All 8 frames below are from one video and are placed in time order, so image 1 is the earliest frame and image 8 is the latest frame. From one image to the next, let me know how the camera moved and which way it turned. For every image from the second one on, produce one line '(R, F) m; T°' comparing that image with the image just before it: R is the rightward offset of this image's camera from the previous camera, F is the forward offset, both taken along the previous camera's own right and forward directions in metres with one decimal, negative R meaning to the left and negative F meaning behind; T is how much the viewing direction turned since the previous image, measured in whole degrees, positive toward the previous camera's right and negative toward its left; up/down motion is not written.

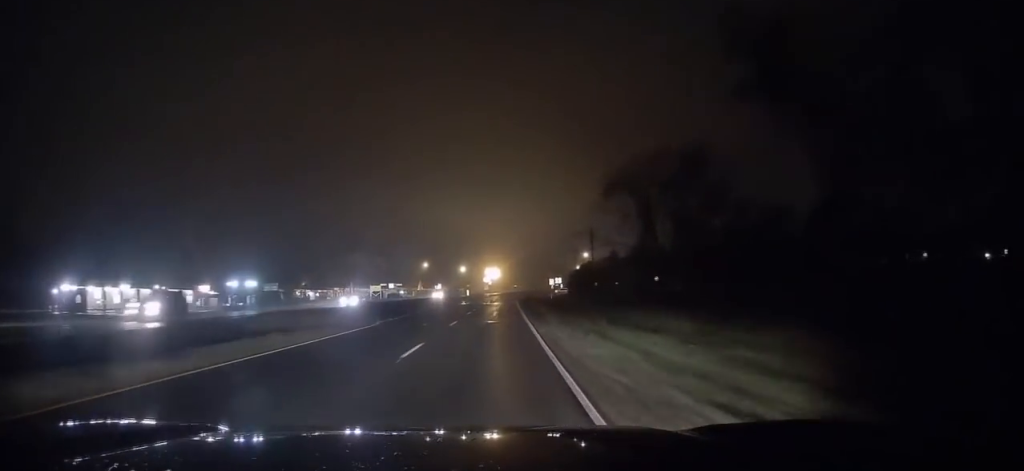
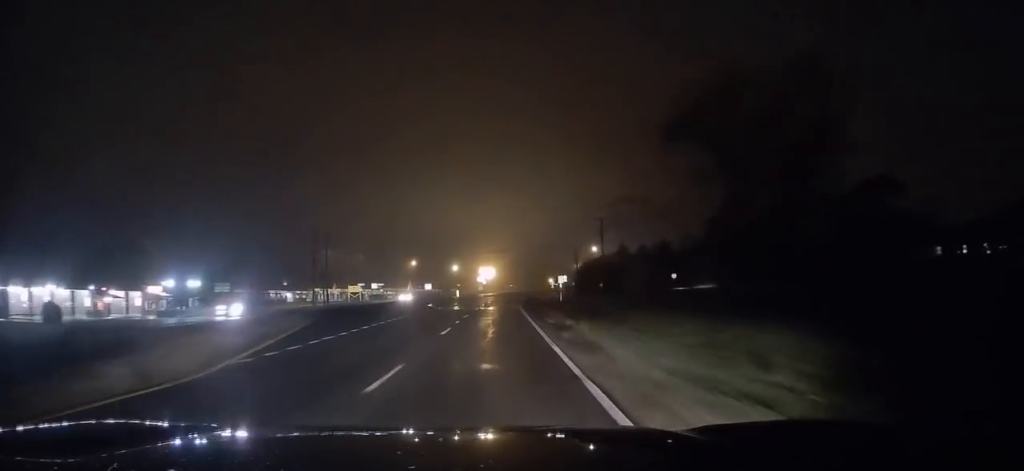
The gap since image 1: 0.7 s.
(-0.3, +17.2) m; +1°
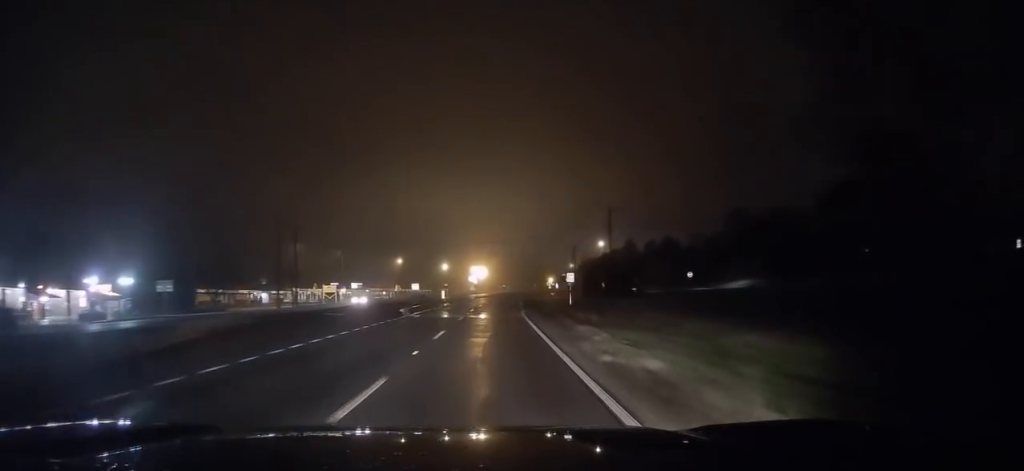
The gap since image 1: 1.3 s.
(+0.4, +14.0) m; +1°
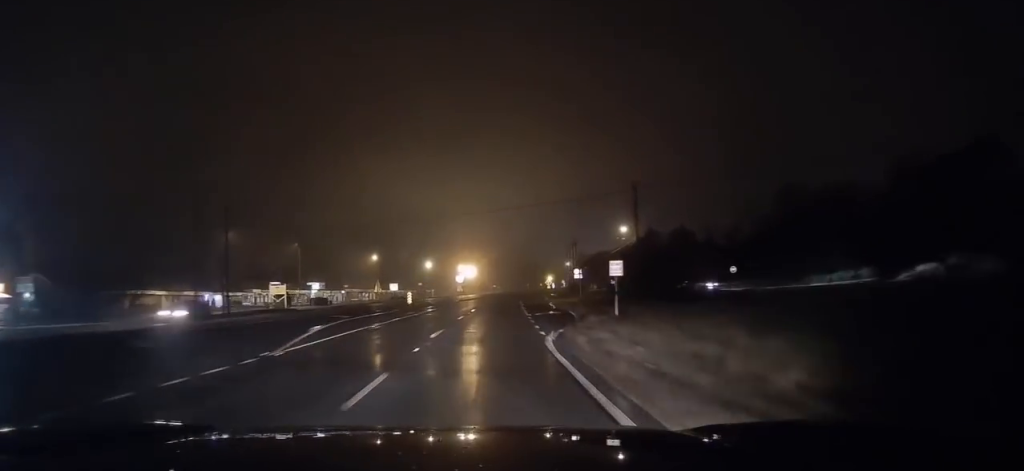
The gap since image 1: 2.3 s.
(0.0, +23.4) m; 0°
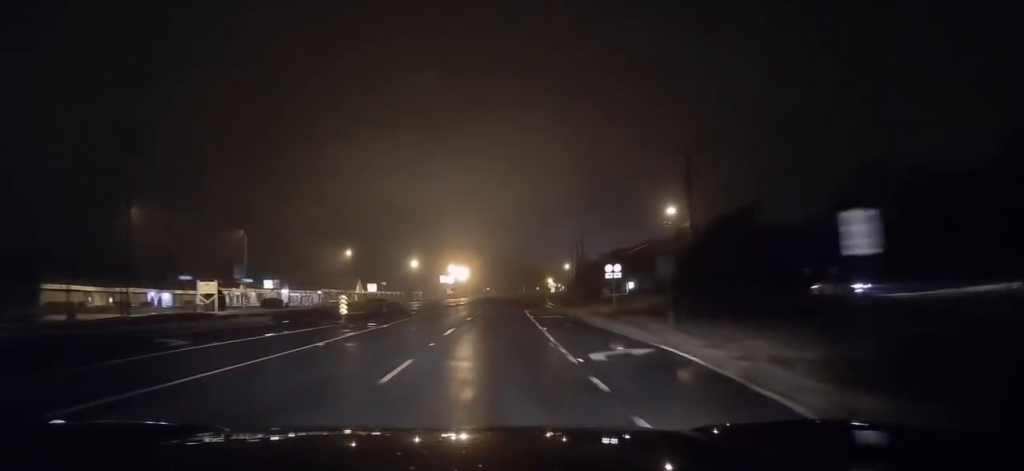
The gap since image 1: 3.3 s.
(+0.1, +21.9) m; +1°
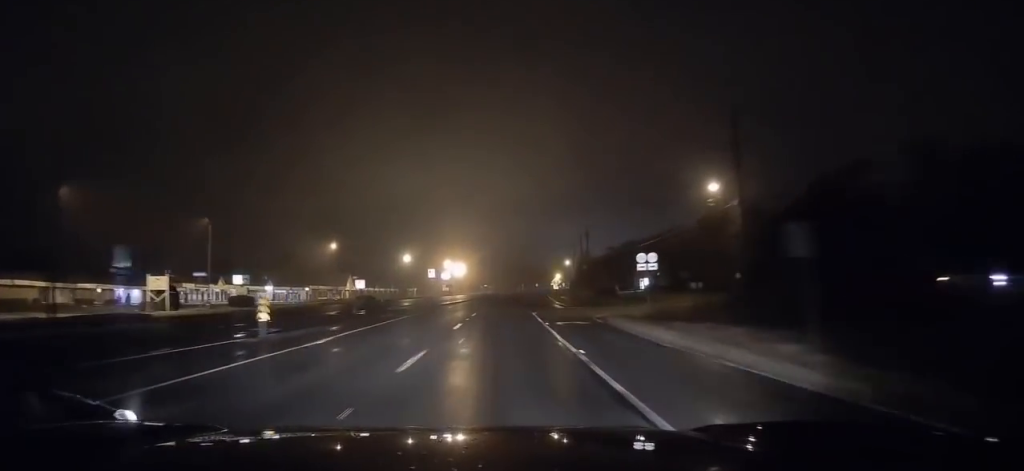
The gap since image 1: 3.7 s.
(0.0, +10.9) m; +1°
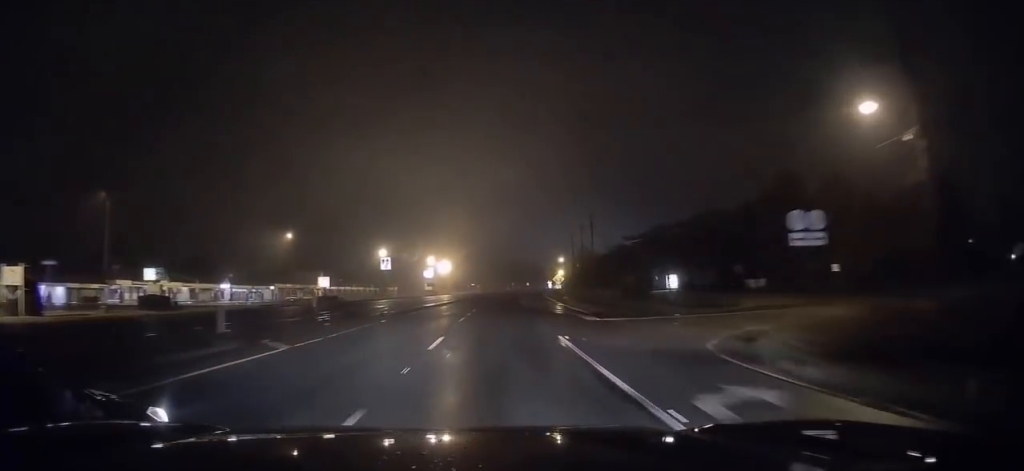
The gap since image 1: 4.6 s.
(+0.3, +20.3) m; +1°
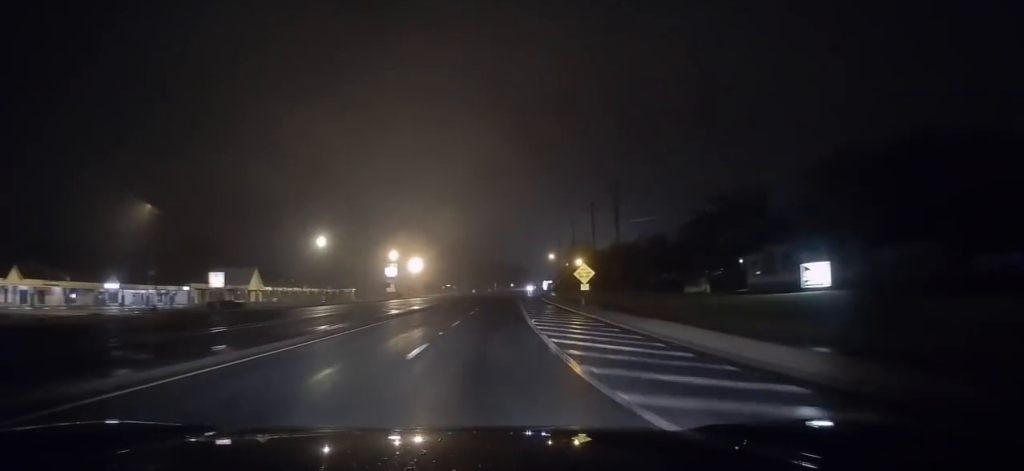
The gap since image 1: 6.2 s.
(+0.4, +38.3) m; +2°
